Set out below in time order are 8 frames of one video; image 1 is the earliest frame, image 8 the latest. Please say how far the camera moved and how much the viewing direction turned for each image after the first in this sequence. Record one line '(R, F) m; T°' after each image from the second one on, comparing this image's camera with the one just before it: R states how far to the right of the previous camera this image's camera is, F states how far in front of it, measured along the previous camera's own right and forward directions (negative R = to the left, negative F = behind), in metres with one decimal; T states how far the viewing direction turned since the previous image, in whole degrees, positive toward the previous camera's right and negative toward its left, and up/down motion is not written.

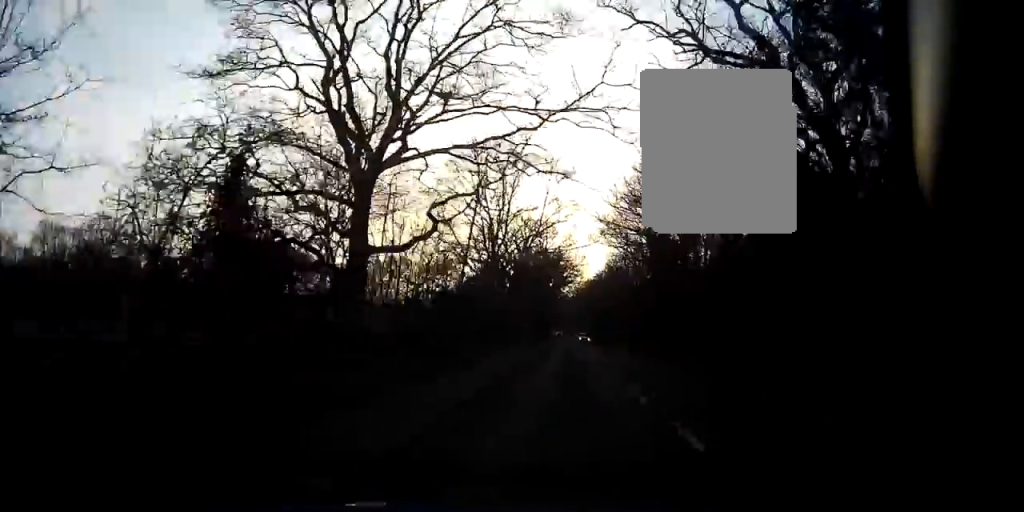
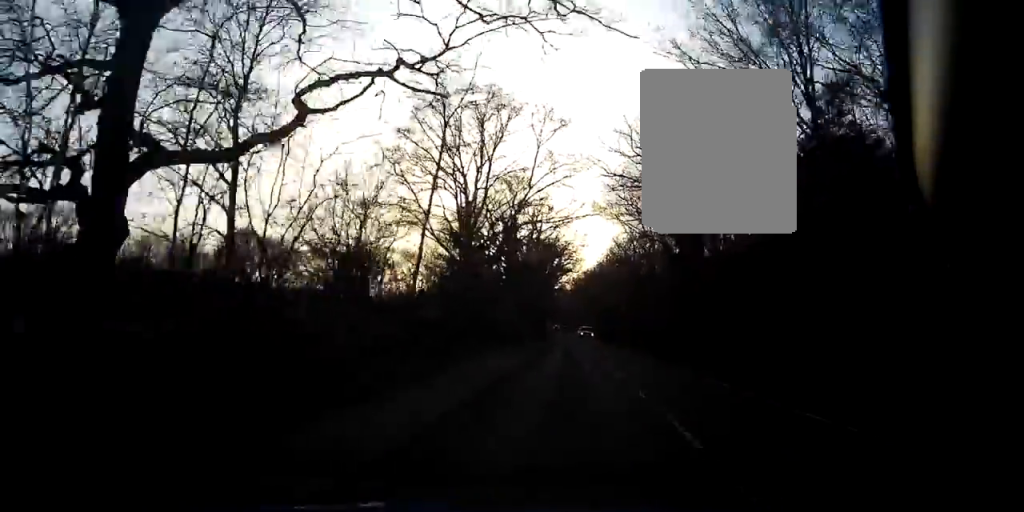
(+0.3, +10.4) m; +3°
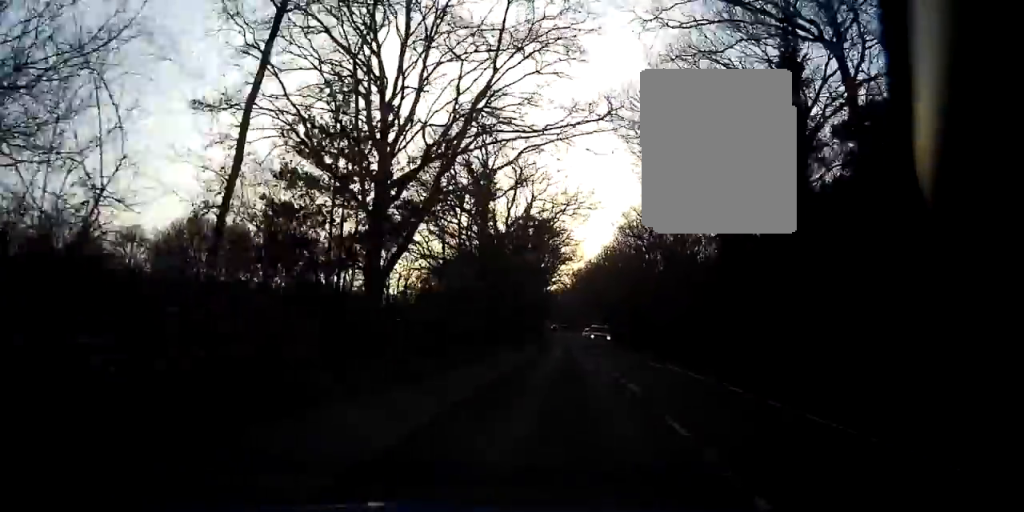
(+1.4, +18.2) m; +4°
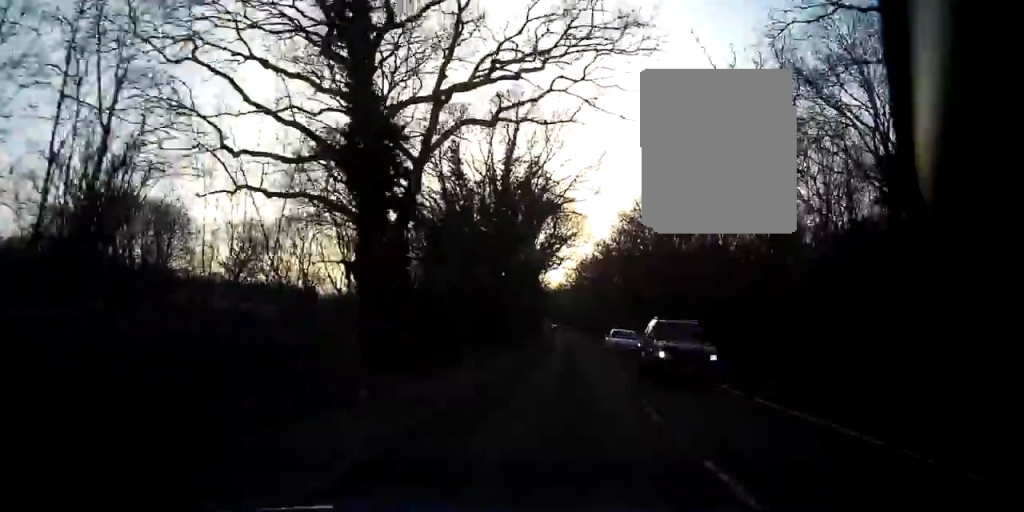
(0.0, +23.1) m; 0°
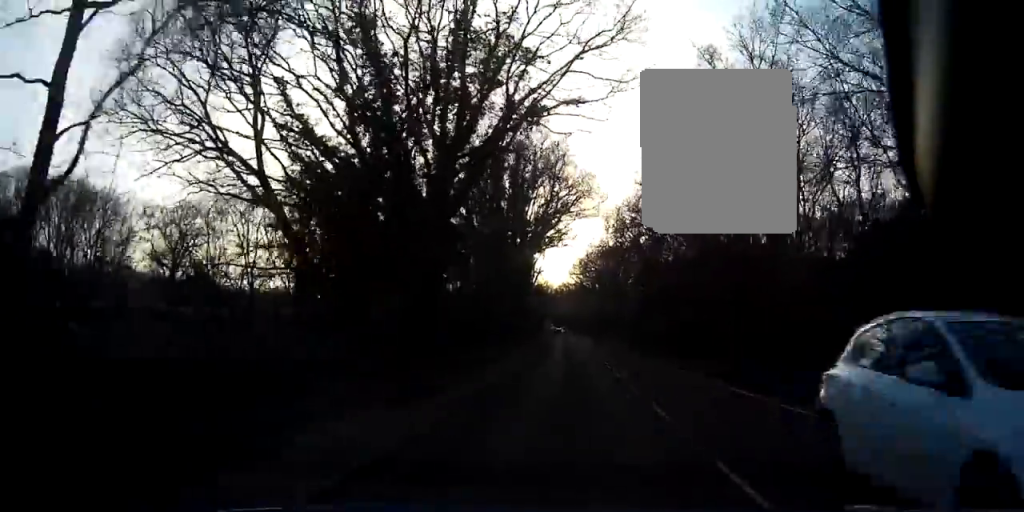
(0.0, +19.0) m; 0°
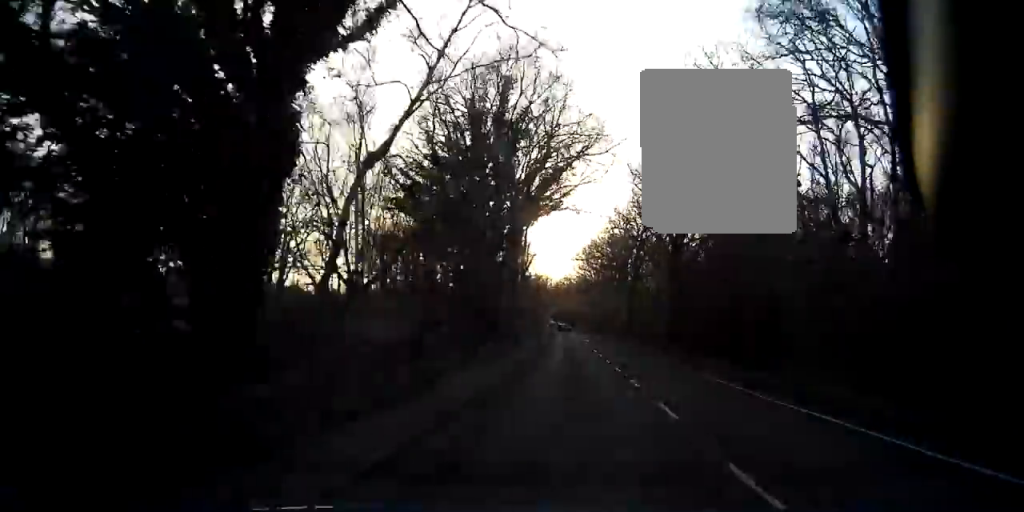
(-0.1, +13.0) m; -1°
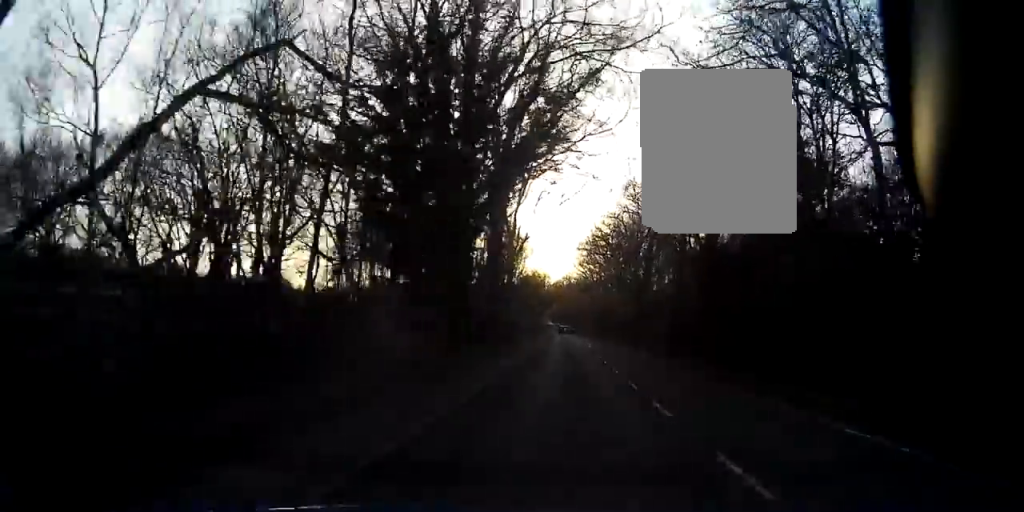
(-0.1, +11.7) m; -1°
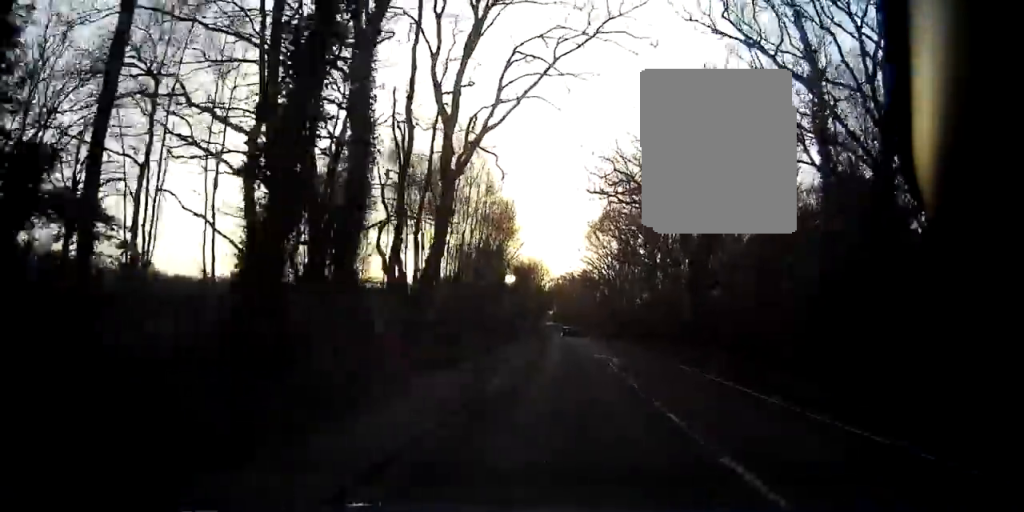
(-0.3, +24.4) m; 0°
